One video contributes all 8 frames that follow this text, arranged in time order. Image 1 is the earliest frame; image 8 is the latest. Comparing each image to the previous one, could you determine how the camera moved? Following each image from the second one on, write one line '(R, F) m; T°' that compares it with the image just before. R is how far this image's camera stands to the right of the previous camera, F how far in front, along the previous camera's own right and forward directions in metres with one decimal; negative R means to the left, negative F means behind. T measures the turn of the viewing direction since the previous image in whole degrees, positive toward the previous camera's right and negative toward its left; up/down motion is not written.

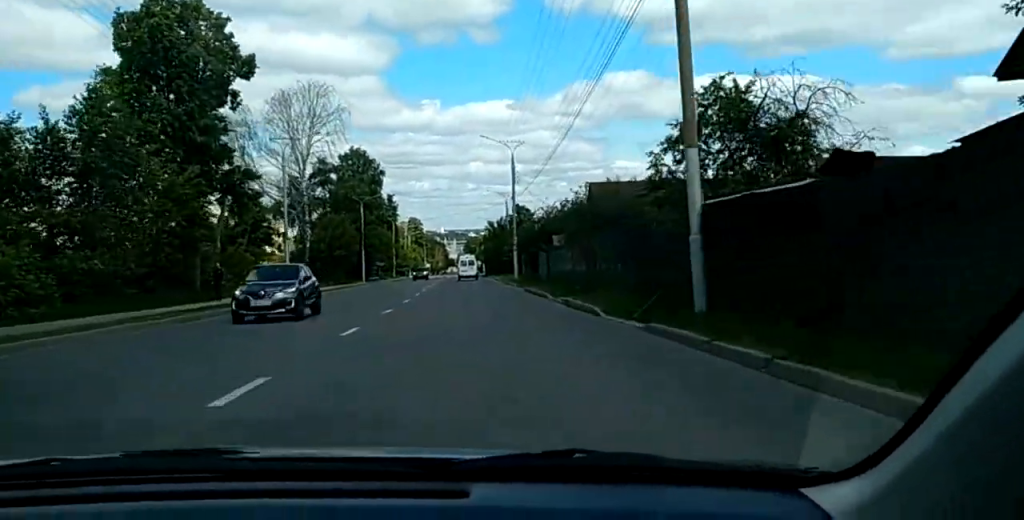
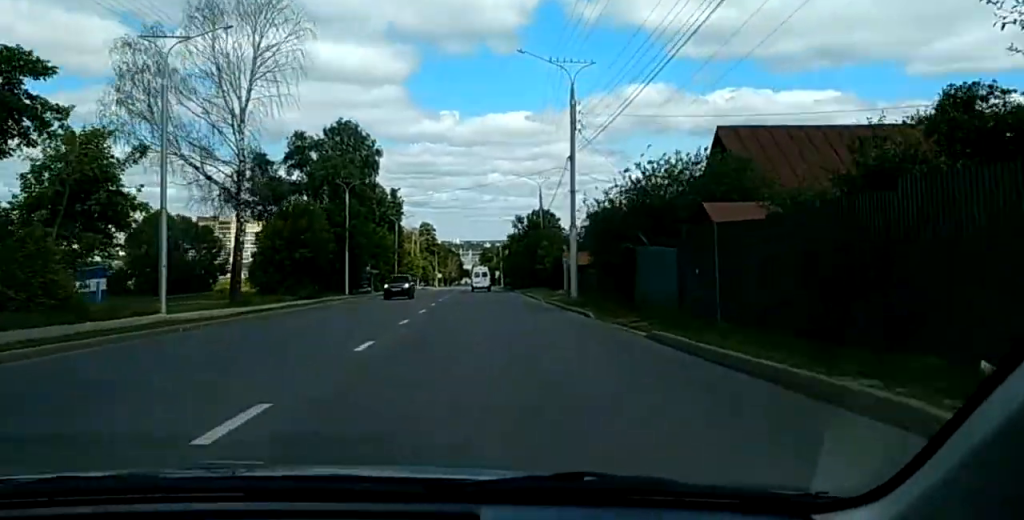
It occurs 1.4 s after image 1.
(0.0, +25.1) m; +1°
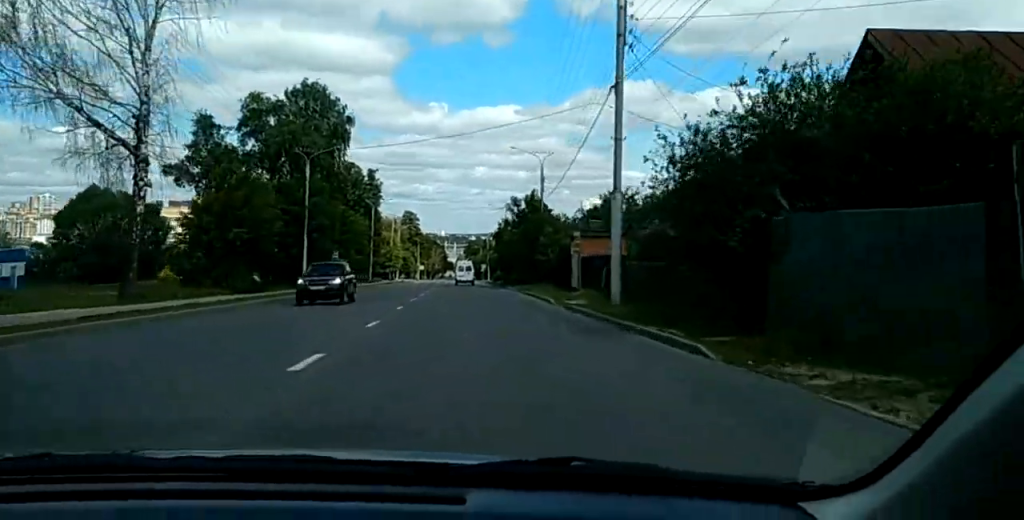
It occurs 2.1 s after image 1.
(+0.2, +12.2) m; +1°
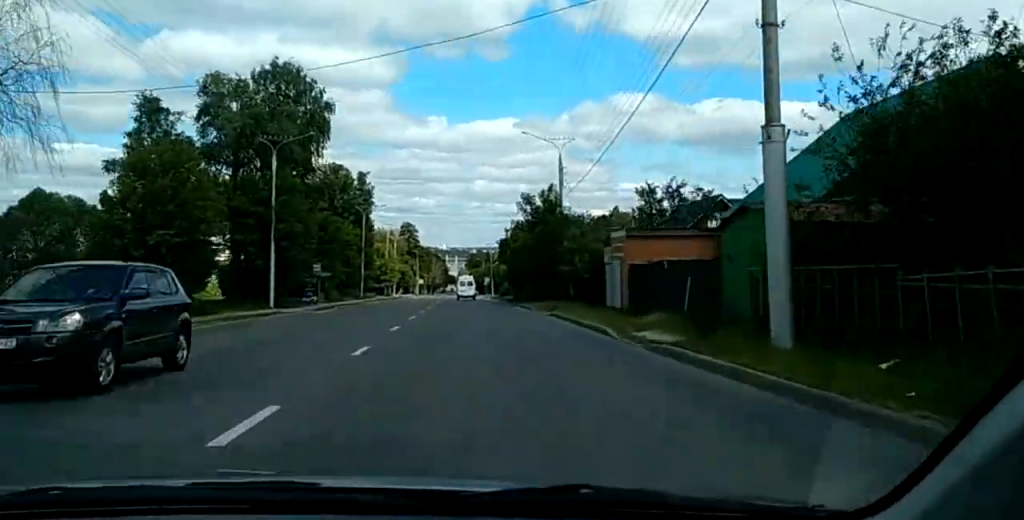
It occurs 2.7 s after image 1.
(+0.2, +10.8) m; +1°
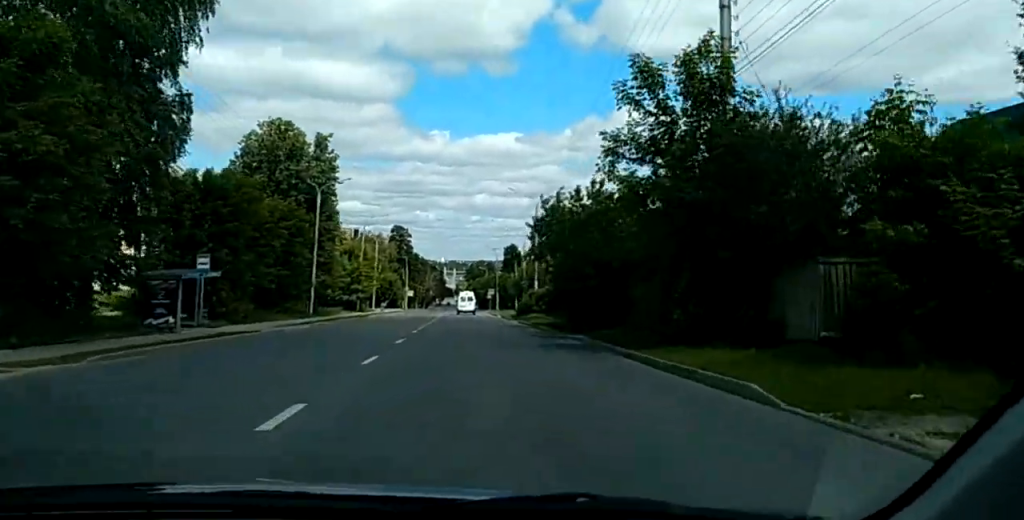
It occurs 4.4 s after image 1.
(-0.6, +31.0) m; -2°
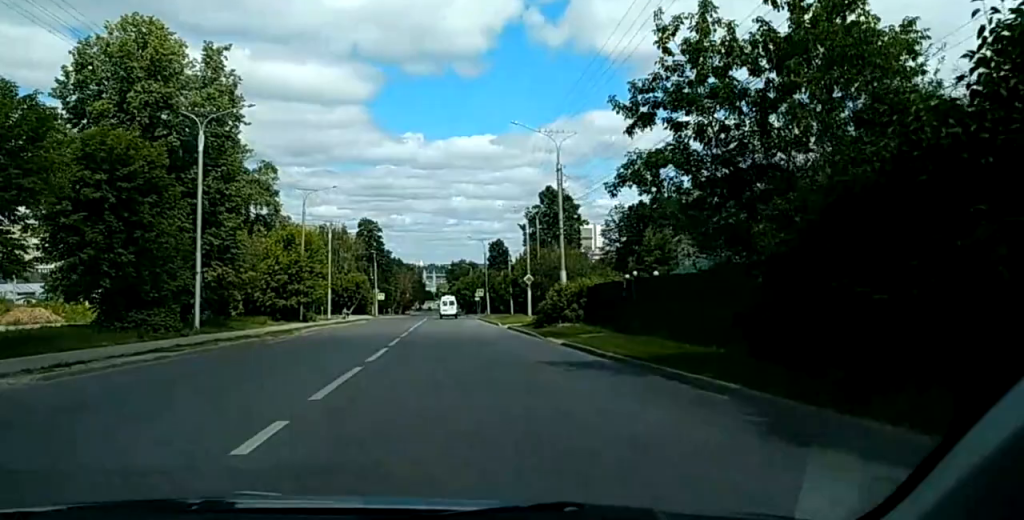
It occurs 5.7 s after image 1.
(-0.2, +24.6) m; 0°
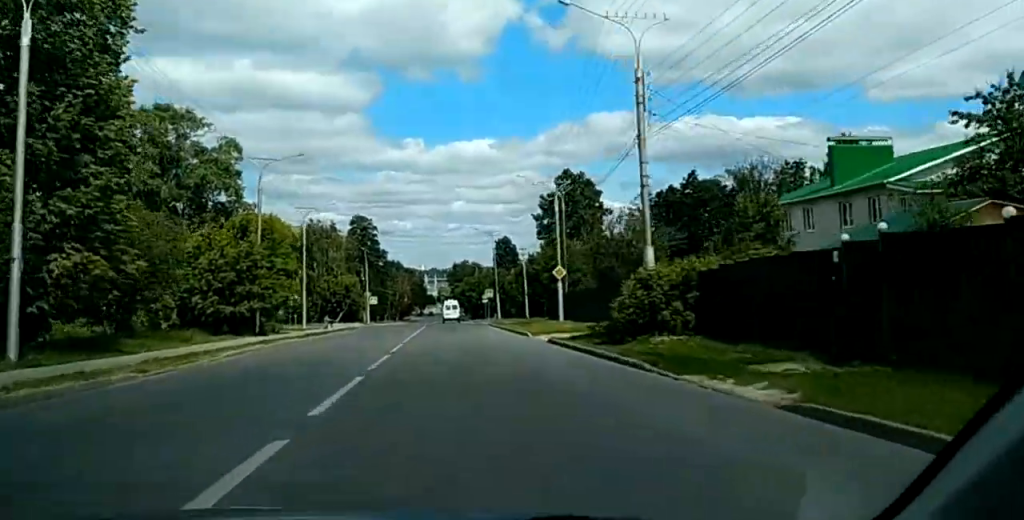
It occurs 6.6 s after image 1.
(+0.1, +16.5) m; -1°
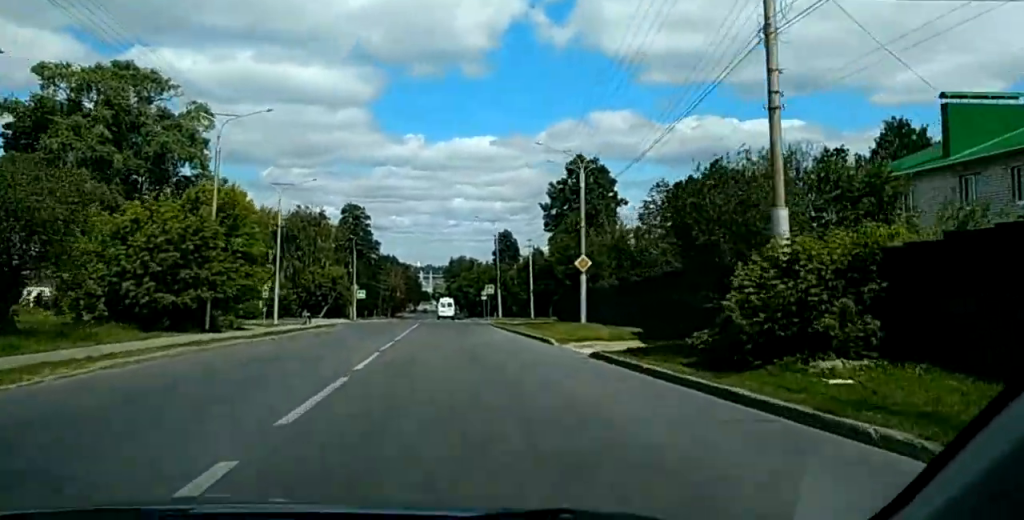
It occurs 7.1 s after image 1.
(-0.1, +9.8) m; 0°
